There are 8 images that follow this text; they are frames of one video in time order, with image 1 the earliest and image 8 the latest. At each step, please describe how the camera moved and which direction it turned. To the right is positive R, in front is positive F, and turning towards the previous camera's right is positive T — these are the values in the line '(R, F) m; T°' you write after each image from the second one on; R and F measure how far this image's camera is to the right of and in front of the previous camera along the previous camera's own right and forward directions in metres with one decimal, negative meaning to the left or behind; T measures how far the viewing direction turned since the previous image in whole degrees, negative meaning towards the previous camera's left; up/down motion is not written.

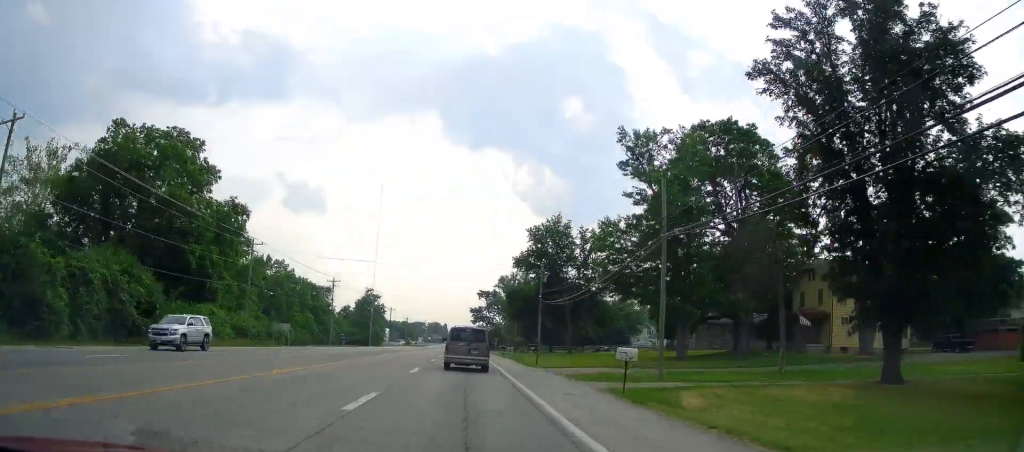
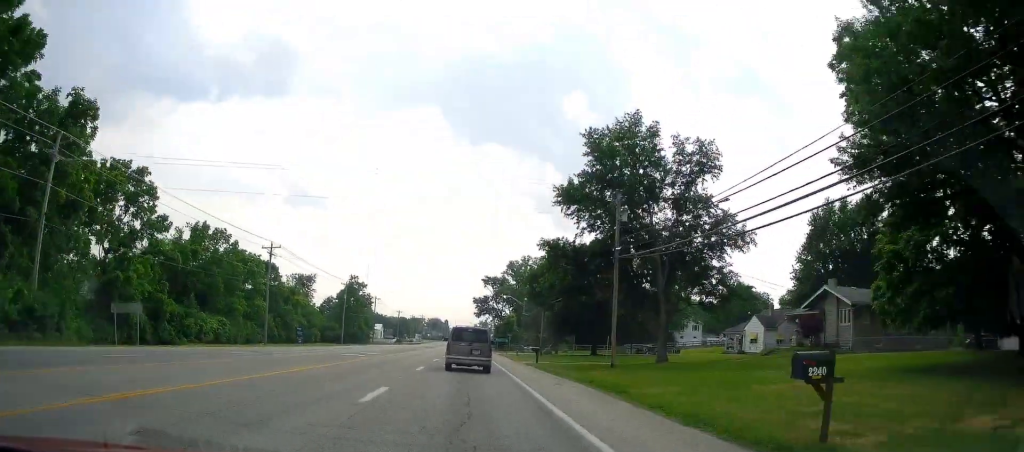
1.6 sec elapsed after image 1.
(+0.4, +34.5) m; +1°
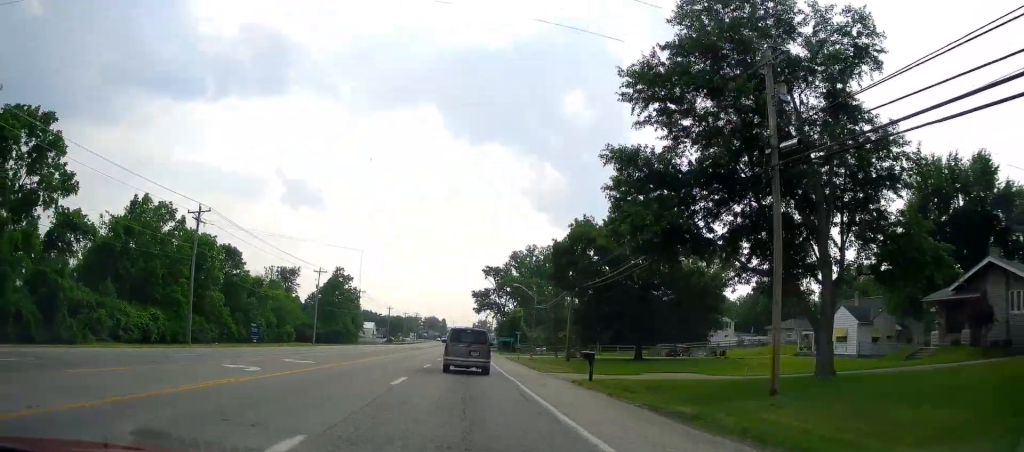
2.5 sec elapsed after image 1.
(+0.2, +19.4) m; 0°
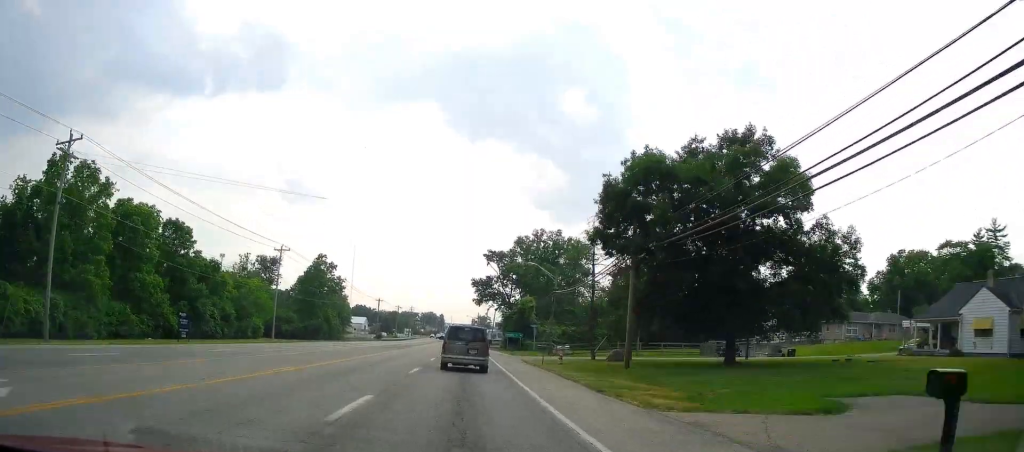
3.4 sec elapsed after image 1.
(-0.4, +19.2) m; 0°
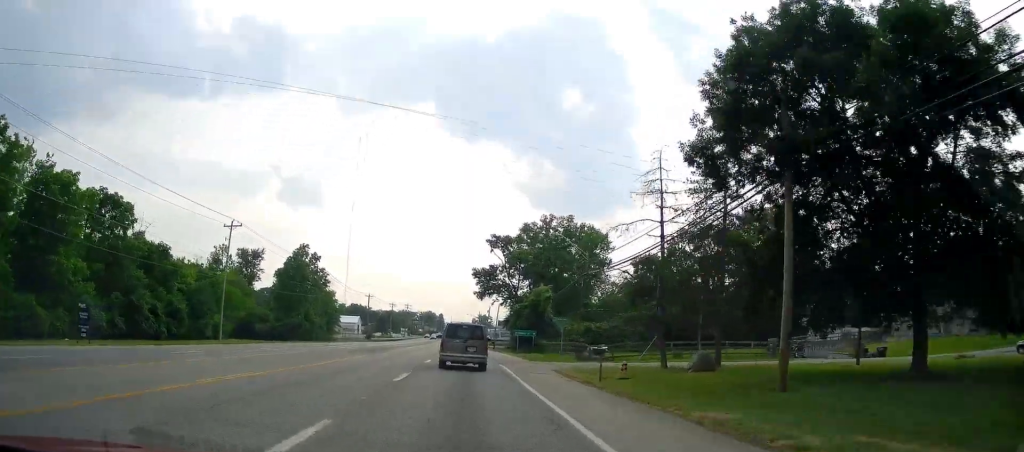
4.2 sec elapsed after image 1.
(+0.5, +16.3) m; 0°
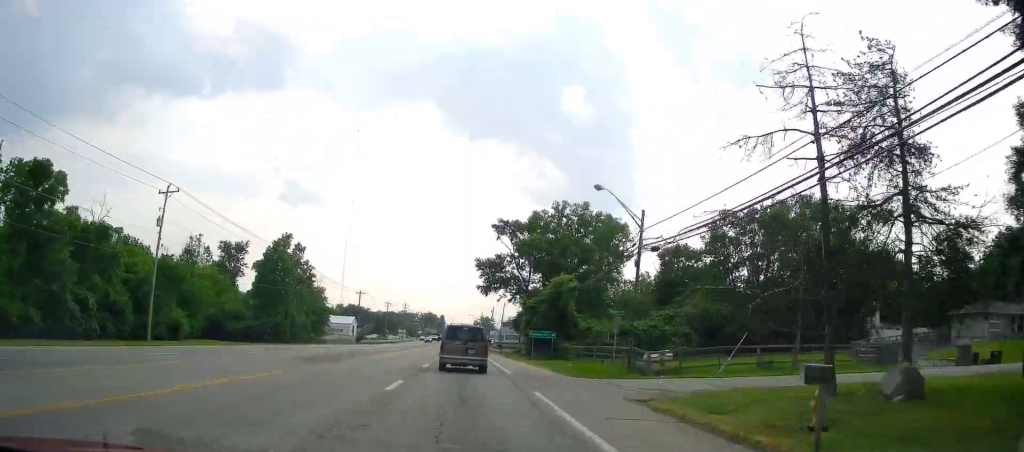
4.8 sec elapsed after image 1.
(-0.3, +14.1) m; -1°
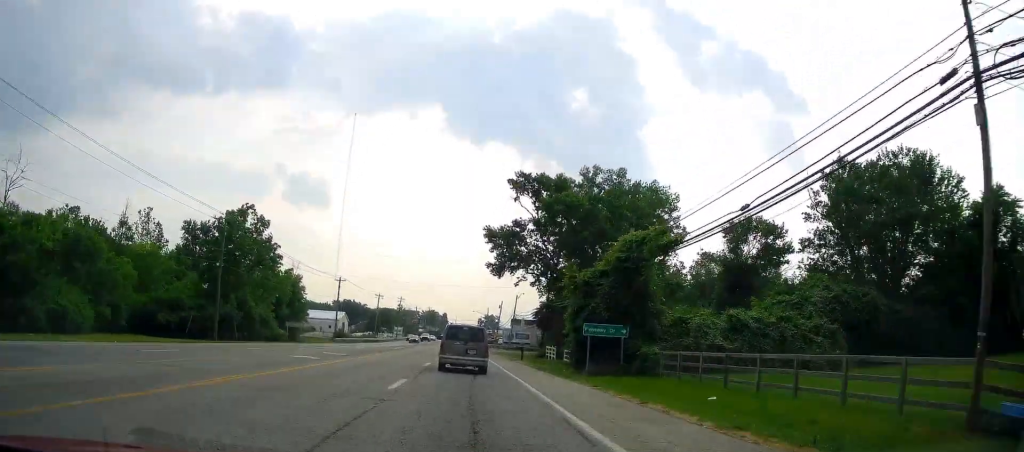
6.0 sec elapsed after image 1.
(-0.3, +24.0) m; -1°
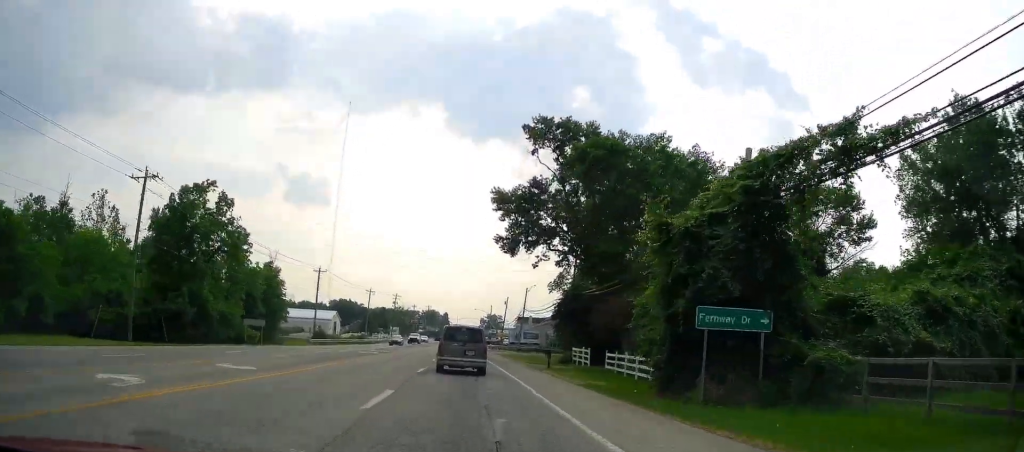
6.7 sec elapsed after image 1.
(0.0, +15.4) m; 0°
